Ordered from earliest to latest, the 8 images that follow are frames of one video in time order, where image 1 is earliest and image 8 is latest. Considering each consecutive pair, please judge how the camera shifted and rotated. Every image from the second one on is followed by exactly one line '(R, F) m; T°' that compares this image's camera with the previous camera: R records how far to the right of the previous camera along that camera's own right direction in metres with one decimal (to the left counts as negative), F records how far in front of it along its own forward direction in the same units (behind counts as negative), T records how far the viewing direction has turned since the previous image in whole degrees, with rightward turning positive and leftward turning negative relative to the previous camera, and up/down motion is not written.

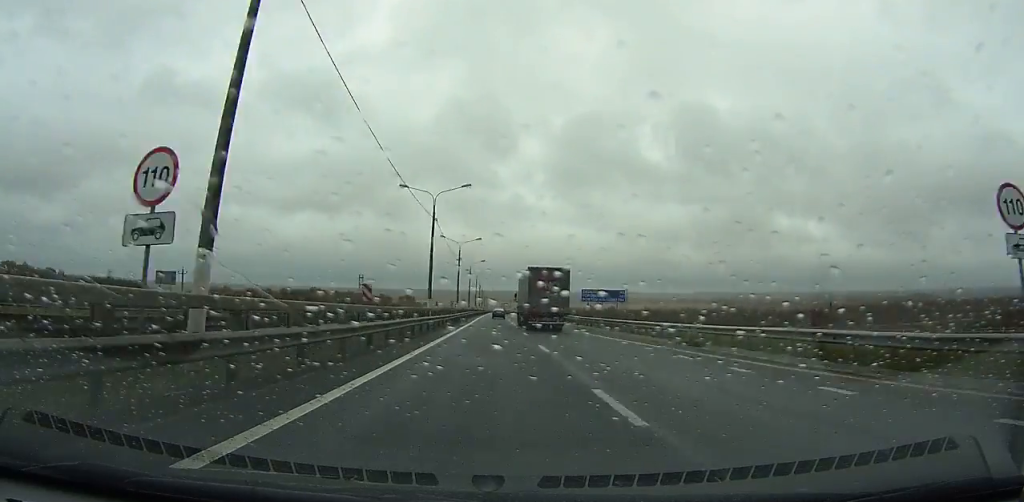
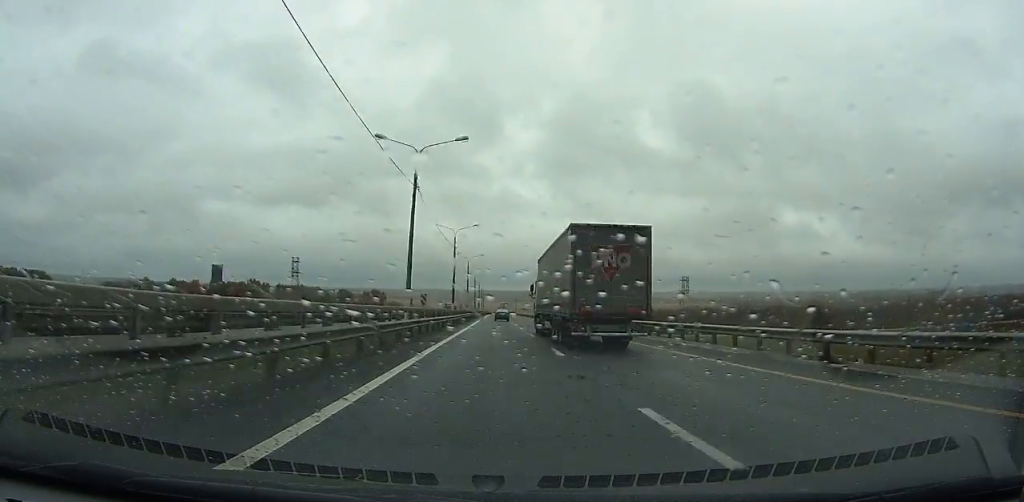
(-0.1, +107.4) m; 0°
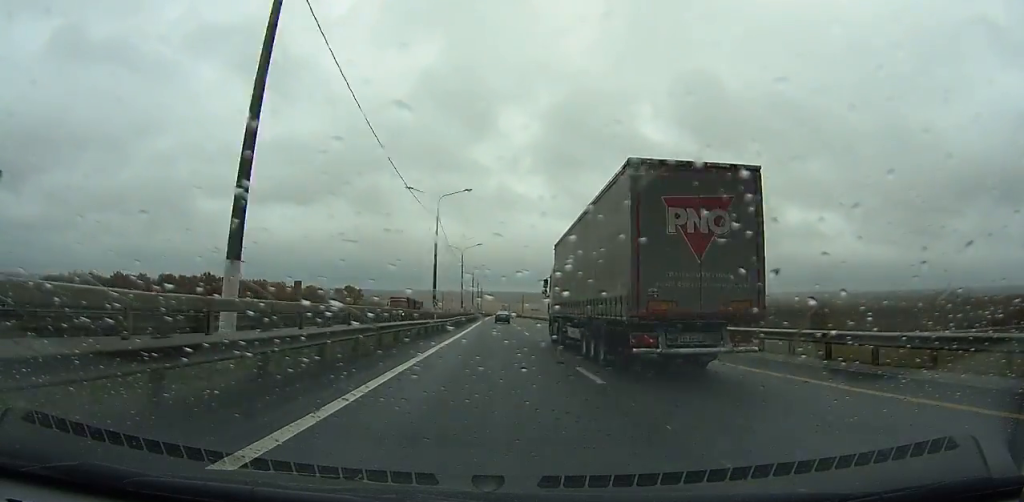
(0.0, +54.9) m; 0°
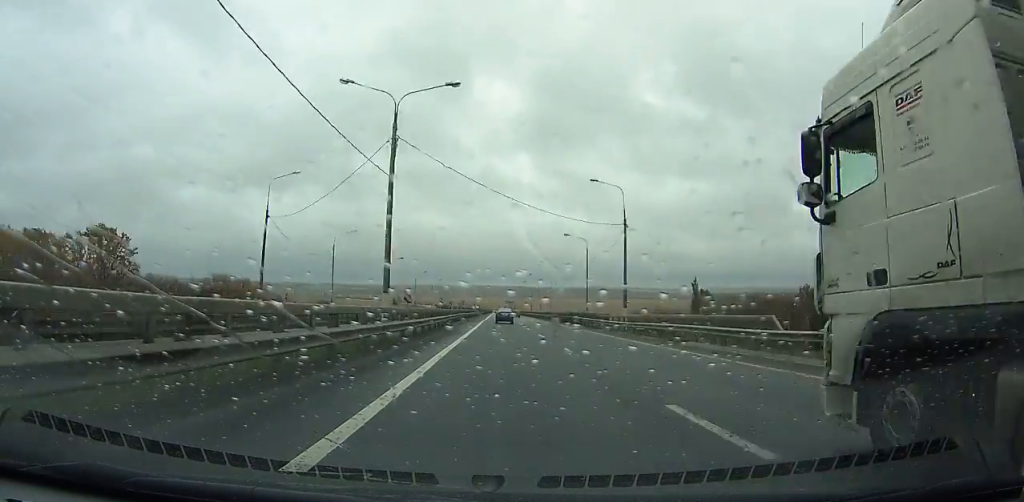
(+0.3, +167.6) m; 0°
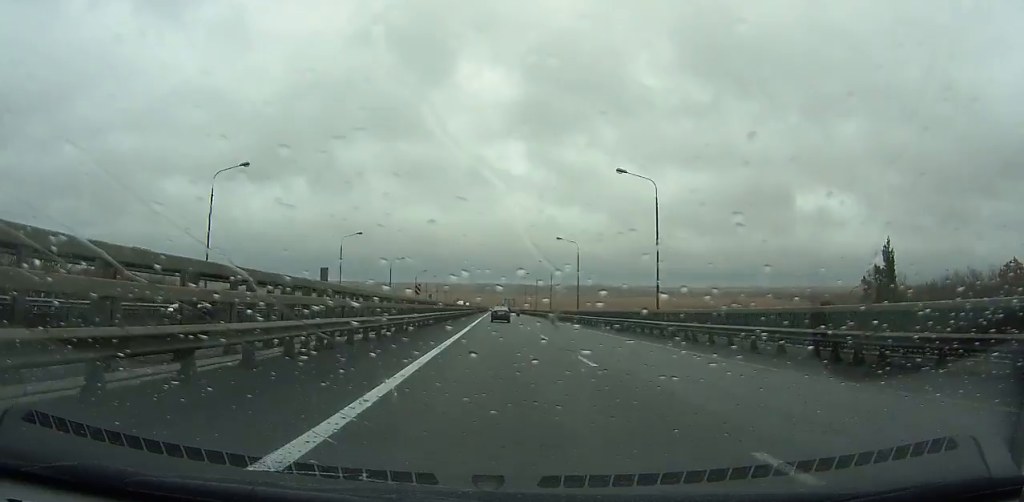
(0.0, +71.5) m; 0°
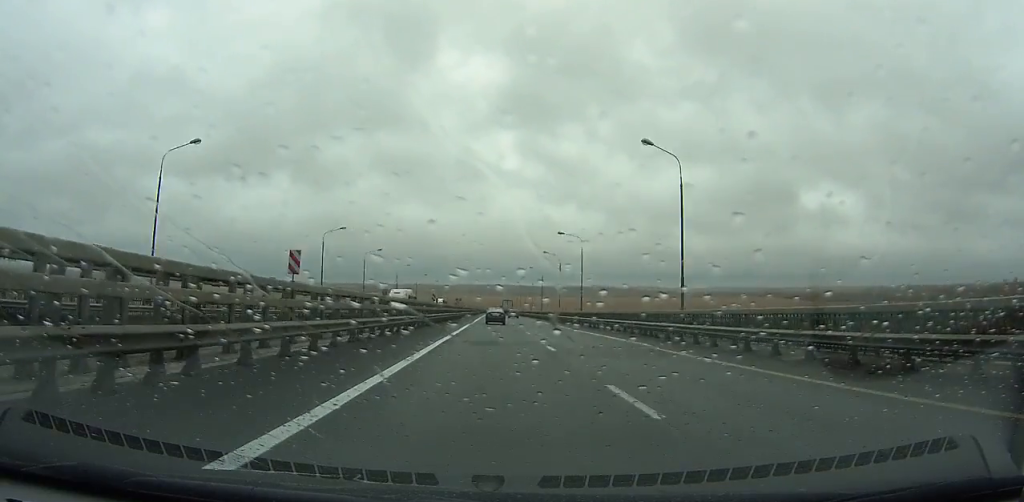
(+0.1, +79.9) m; 0°
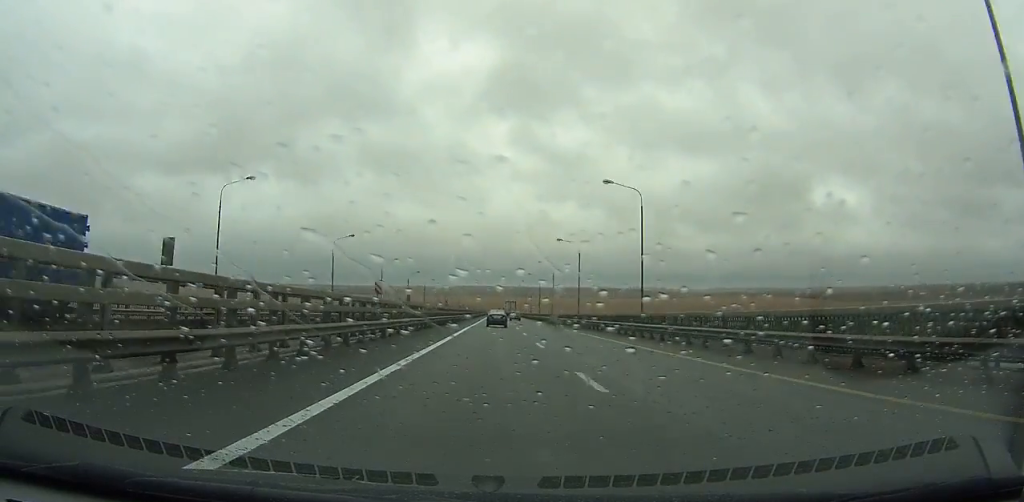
(0.0, +79.8) m; 0°
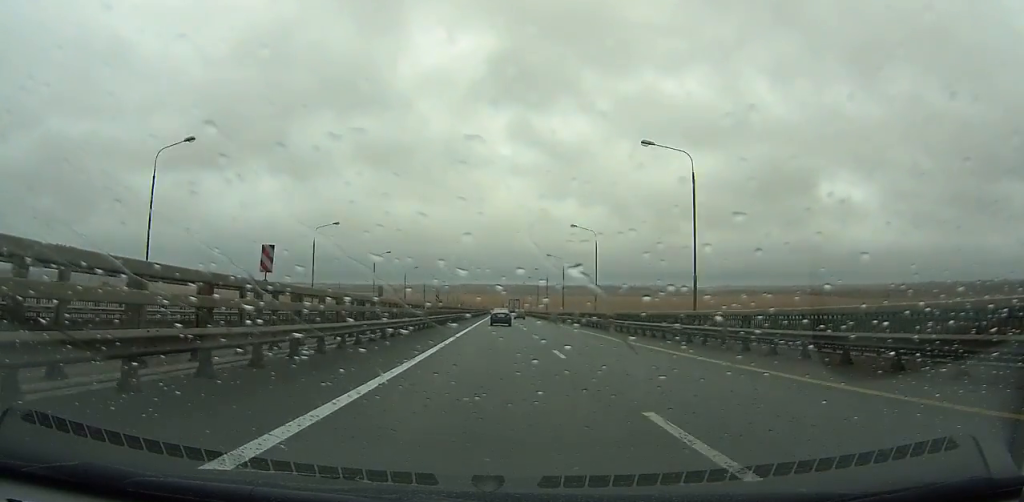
(0.0, +38.4) m; 0°
